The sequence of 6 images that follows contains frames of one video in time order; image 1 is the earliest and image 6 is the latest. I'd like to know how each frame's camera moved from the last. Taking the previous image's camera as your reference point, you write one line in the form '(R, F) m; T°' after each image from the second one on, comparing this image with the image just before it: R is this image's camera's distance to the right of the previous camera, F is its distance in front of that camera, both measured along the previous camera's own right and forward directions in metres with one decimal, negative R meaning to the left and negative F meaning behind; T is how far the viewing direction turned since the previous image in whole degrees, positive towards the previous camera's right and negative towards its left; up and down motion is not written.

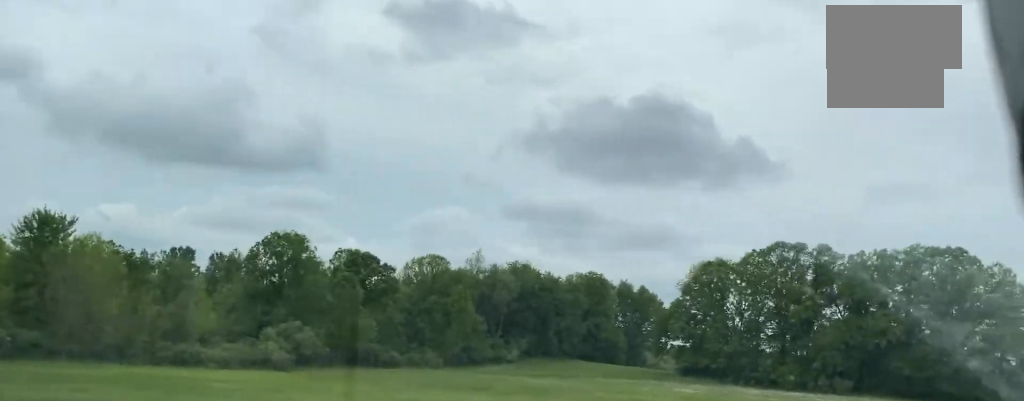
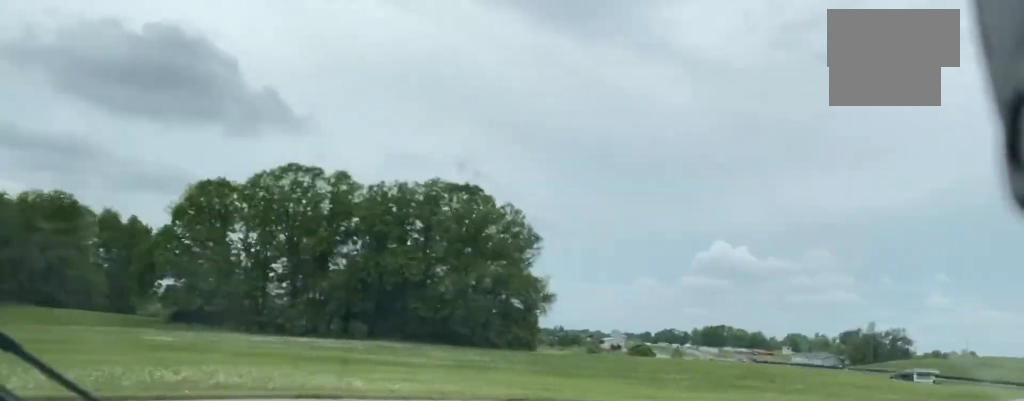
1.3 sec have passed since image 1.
(+8.2, +22.4) m; +36°
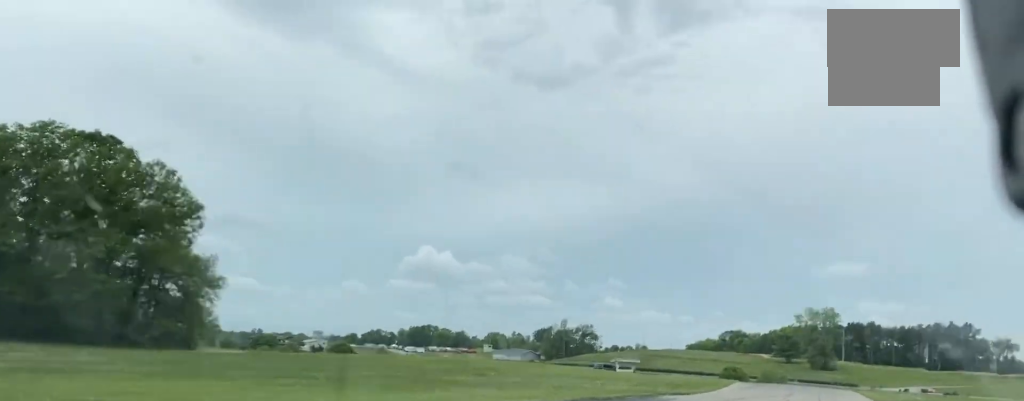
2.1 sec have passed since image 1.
(+2.6, +16.6) m; +16°
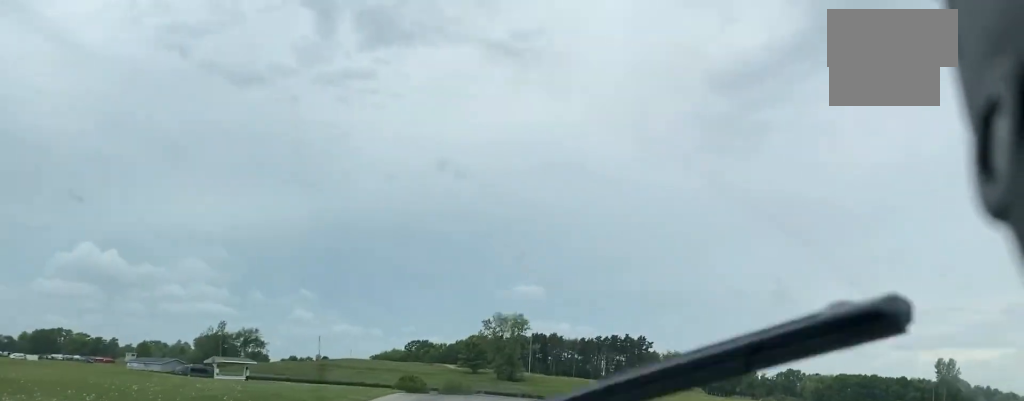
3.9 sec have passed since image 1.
(+7.6, +40.9) m; +13°
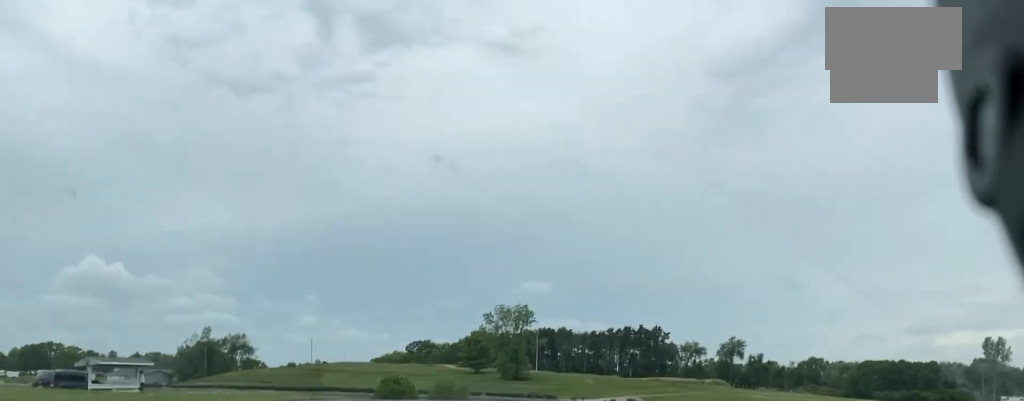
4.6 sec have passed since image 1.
(+0.1, +19.6) m; 0°
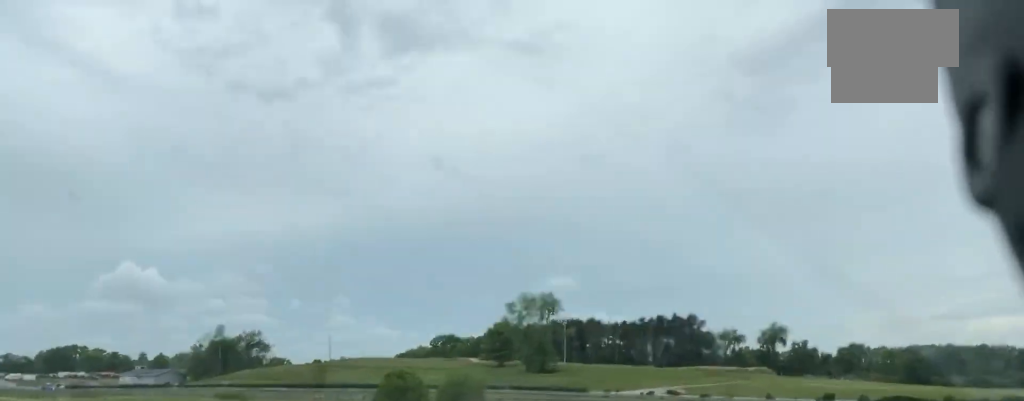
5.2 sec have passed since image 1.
(-0.1, +18.7) m; -2°
